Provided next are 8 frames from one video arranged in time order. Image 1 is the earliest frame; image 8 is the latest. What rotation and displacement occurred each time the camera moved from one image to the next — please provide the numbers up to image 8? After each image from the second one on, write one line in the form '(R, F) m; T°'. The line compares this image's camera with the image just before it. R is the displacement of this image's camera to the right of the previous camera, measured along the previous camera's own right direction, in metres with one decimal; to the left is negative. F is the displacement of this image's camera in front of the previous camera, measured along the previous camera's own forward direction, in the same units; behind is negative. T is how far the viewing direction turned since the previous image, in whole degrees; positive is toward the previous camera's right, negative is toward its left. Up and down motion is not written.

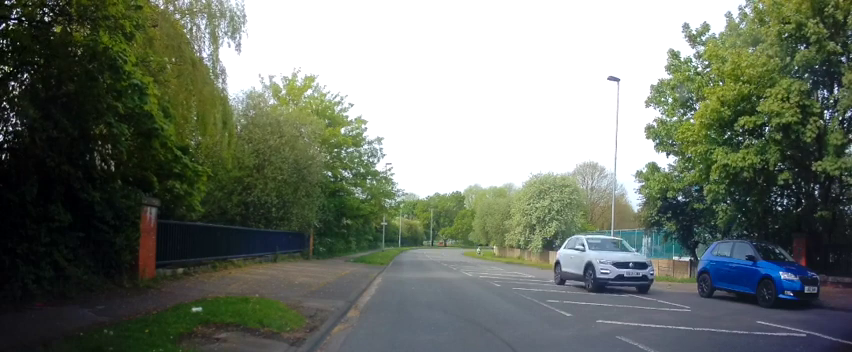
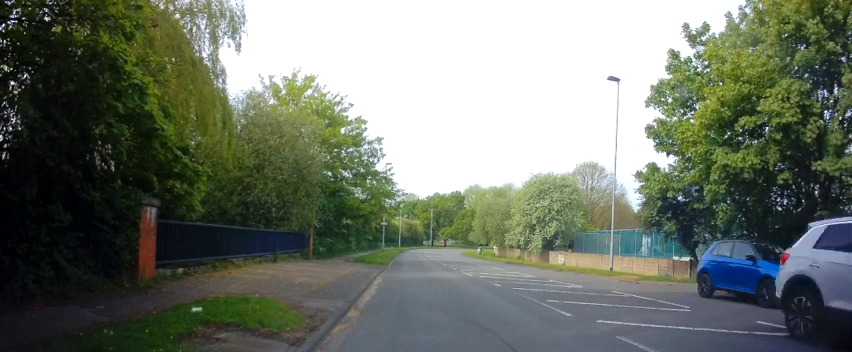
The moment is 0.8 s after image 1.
(0.0, 0.0) m; 0°
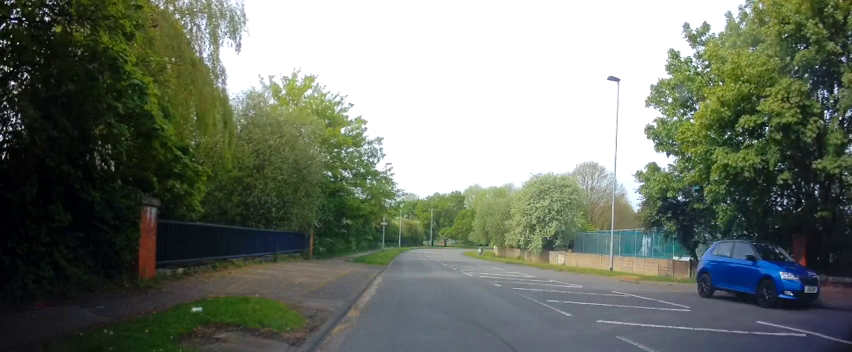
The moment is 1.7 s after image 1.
(0.0, 0.0) m; 0°
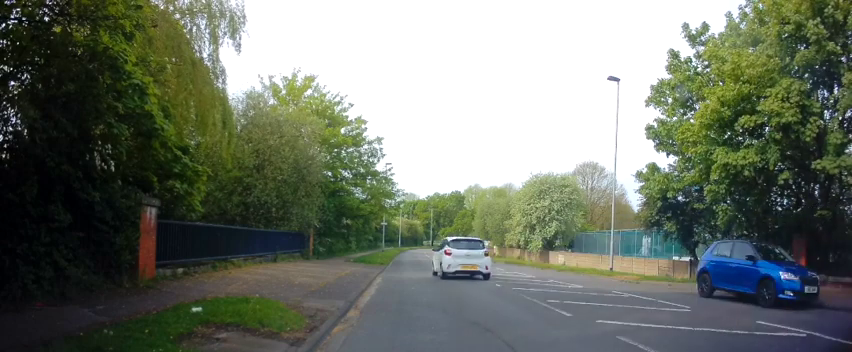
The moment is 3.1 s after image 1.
(0.0, 0.0) m; 0°
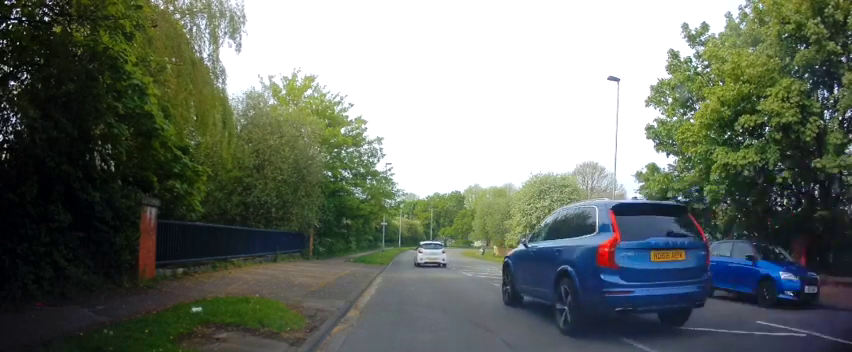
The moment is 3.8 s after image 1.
(0.0, 0.0) m; 0°
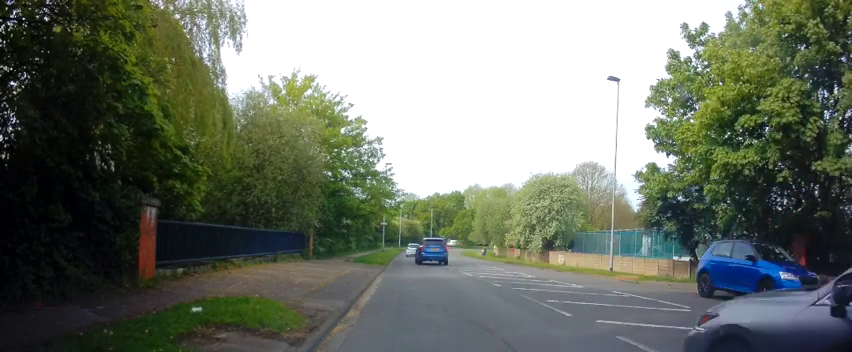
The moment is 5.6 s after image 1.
(0.0, 0.0) m; 0°
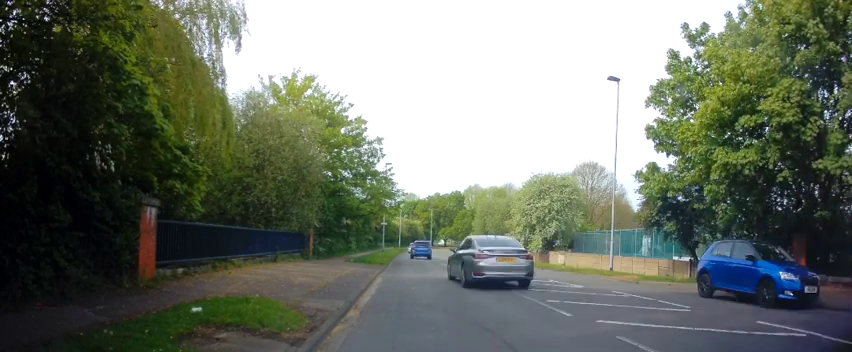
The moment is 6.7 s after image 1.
(0.0, 0.0) m; 0°
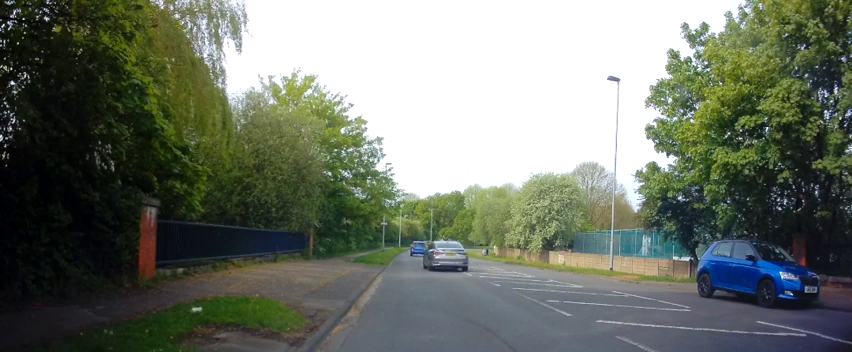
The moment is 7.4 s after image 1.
(0.0, 0.0) m; 0°
